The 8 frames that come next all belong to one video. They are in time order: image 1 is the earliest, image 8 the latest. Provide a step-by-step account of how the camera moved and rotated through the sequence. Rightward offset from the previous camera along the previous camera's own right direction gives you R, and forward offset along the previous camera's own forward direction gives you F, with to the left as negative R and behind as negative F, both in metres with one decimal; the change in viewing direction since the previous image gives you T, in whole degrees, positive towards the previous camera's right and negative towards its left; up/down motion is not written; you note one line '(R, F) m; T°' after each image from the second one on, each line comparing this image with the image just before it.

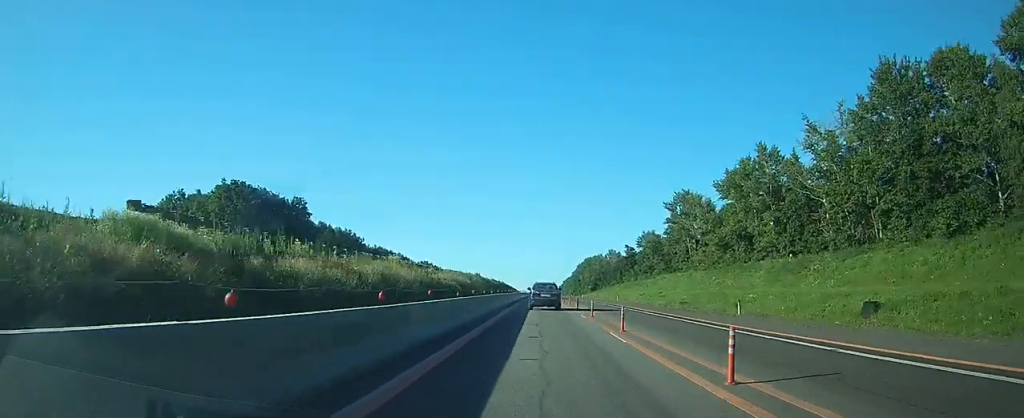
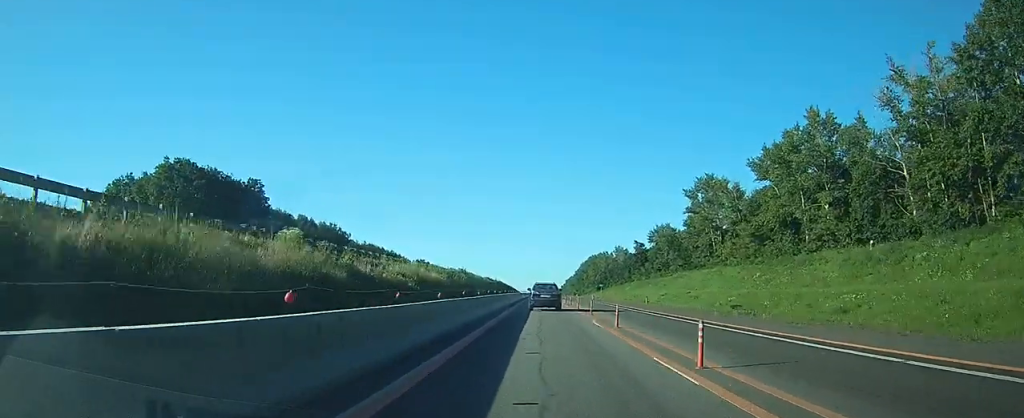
(0.0, +18.4) m; 0°
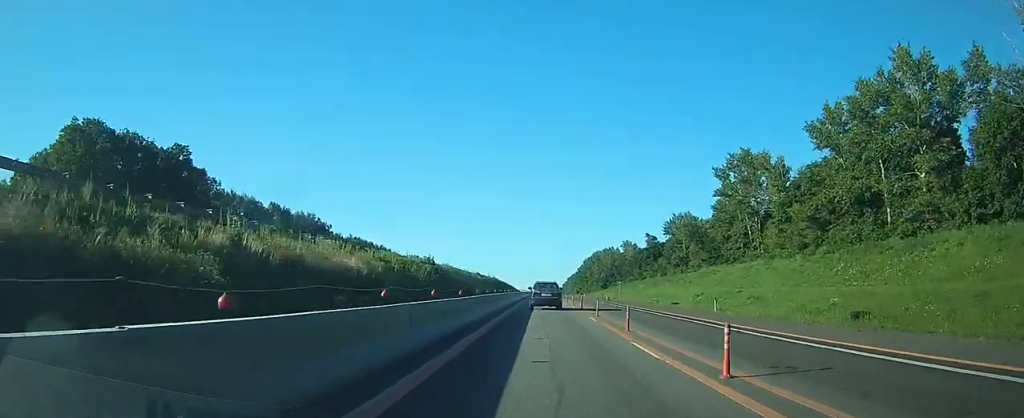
(0.0, +20.9) m; 0°
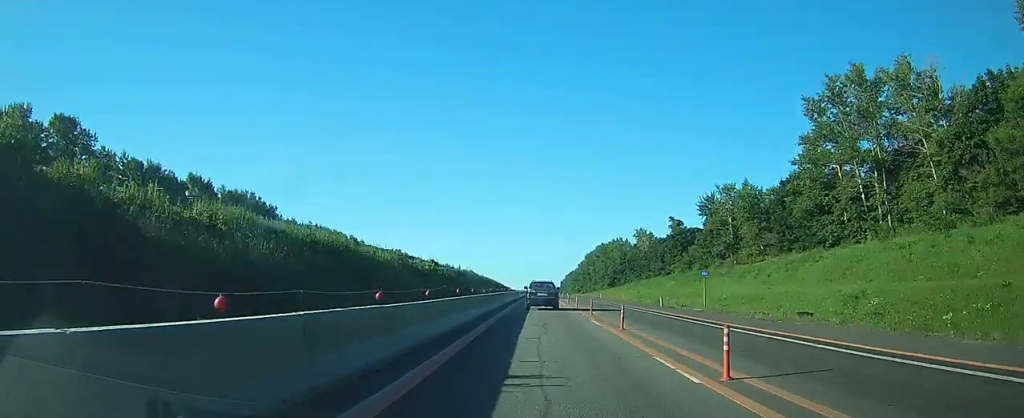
(0.0, +38.9) m; 0°
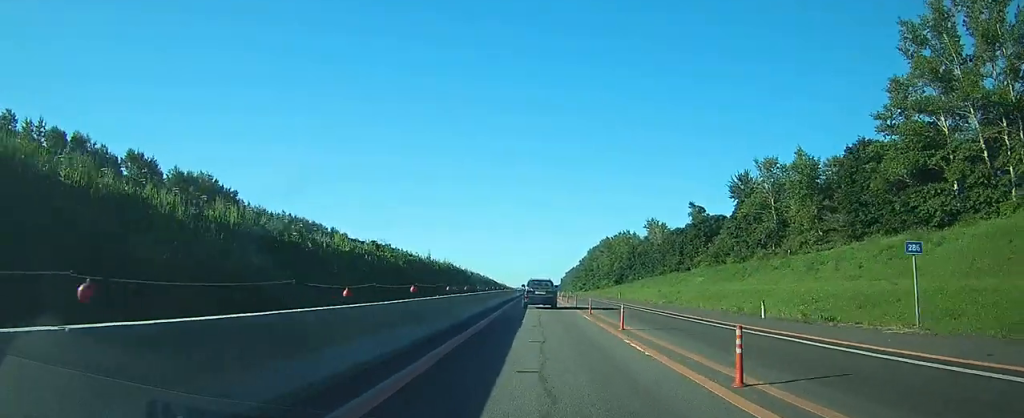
(0.0, +21.1) m; 0°
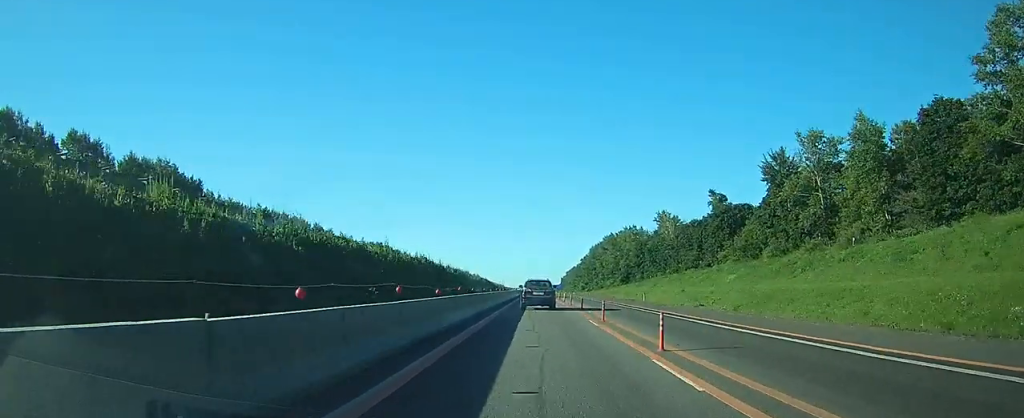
(0.0, +16.1) m; 0°
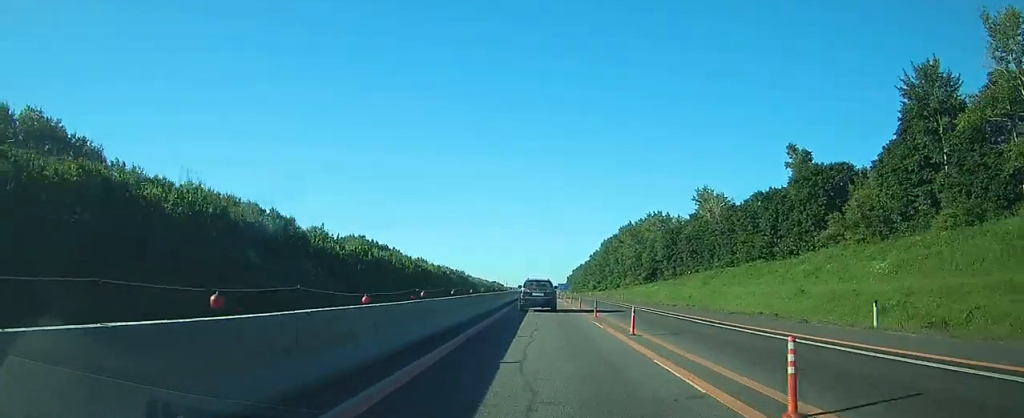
(+0.2, +36.7) m; +1°
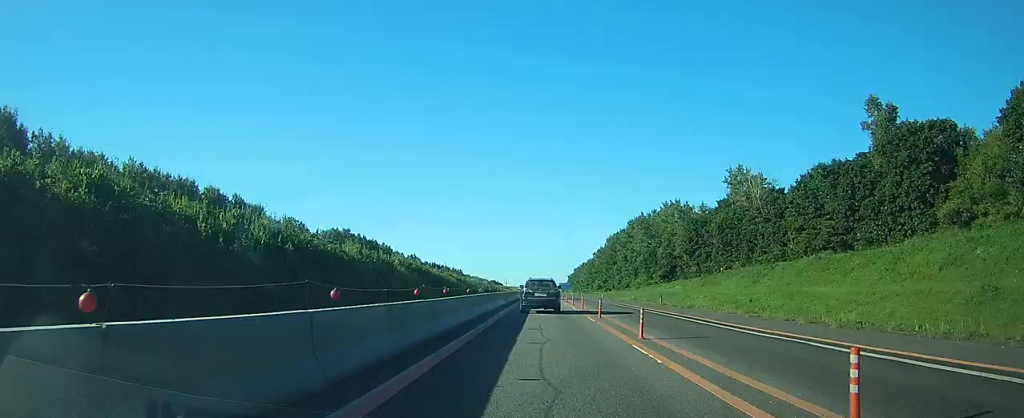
(+0.1, +21.2) m; 0°
